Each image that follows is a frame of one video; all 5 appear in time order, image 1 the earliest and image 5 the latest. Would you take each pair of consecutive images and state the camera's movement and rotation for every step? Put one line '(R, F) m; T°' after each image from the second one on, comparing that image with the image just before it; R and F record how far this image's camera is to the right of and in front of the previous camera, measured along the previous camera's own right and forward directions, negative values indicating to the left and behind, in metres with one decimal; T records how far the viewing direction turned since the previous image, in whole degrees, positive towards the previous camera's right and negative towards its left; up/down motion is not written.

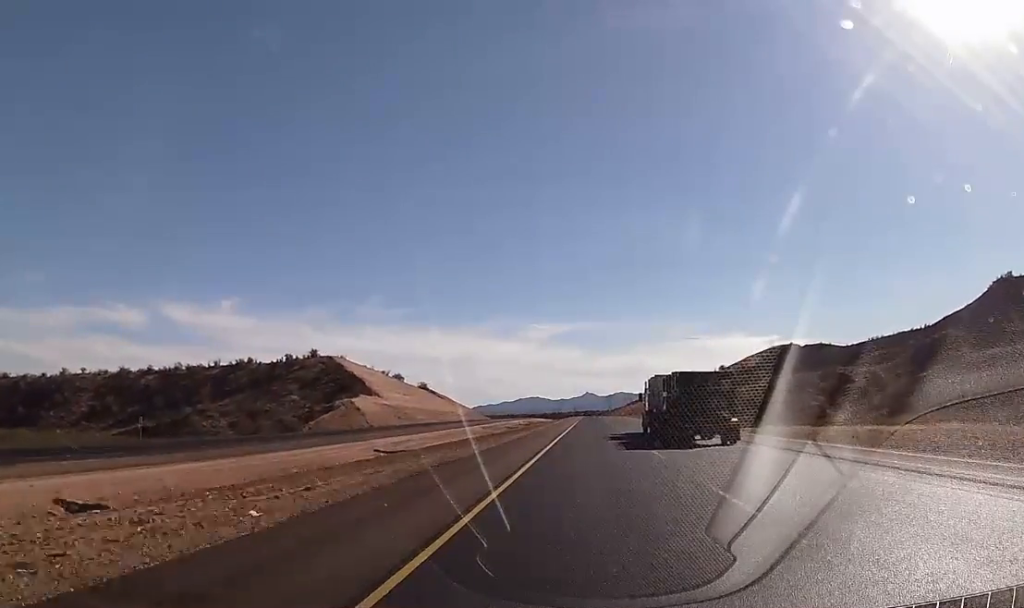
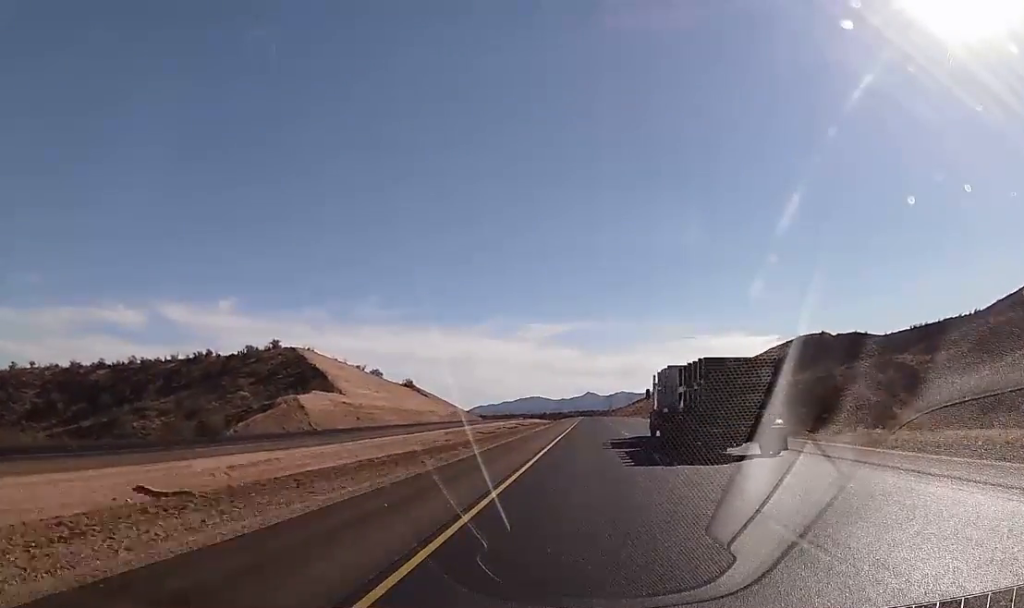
(+0.1, +40.2) m; 0°
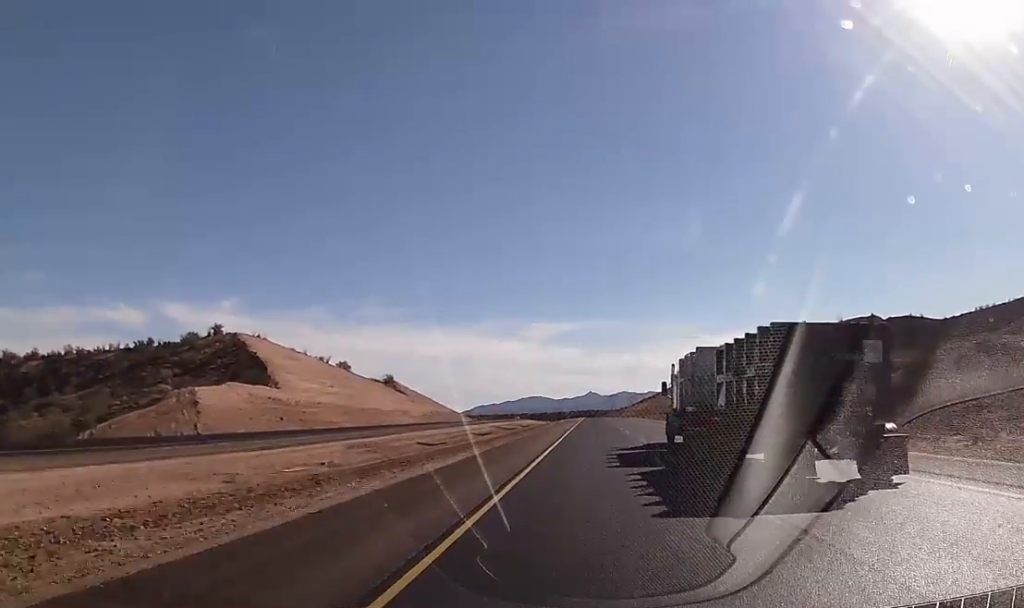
(-0.1, +47.3) m; 0°
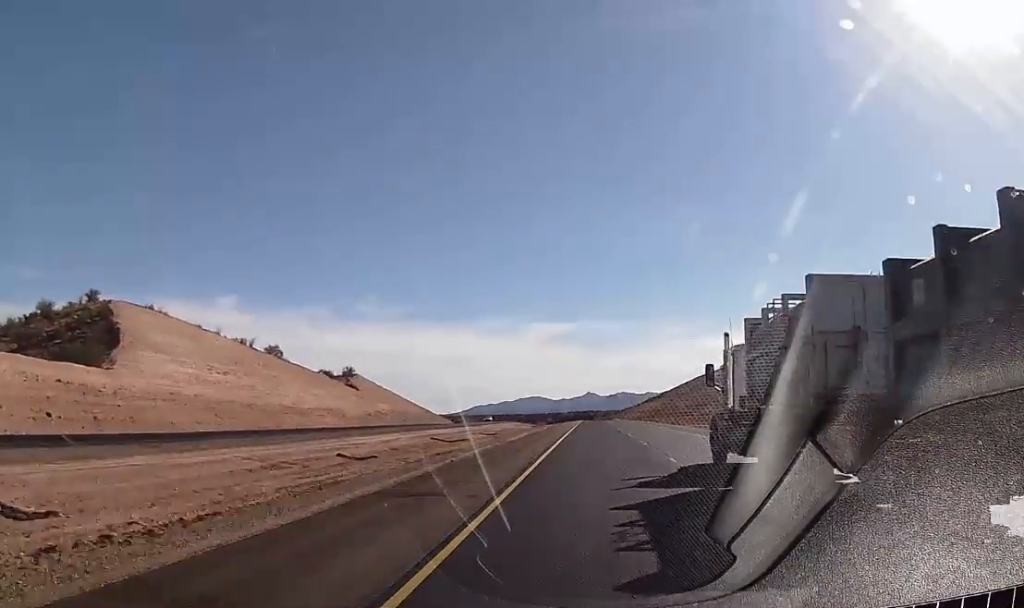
(+0.1, +62.9) m; +1°
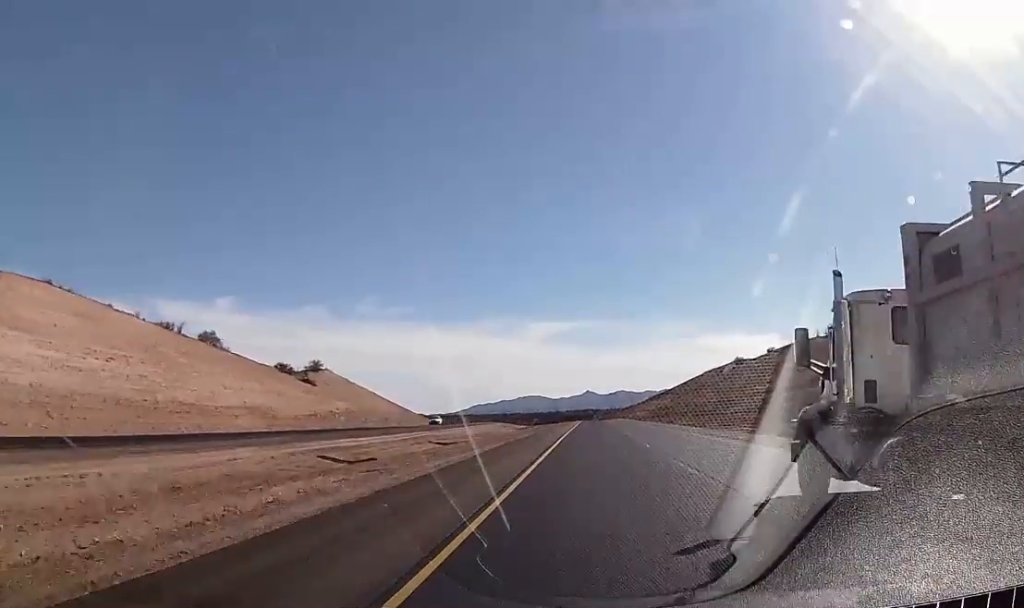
(+0.2, +39.0) m; -1°
